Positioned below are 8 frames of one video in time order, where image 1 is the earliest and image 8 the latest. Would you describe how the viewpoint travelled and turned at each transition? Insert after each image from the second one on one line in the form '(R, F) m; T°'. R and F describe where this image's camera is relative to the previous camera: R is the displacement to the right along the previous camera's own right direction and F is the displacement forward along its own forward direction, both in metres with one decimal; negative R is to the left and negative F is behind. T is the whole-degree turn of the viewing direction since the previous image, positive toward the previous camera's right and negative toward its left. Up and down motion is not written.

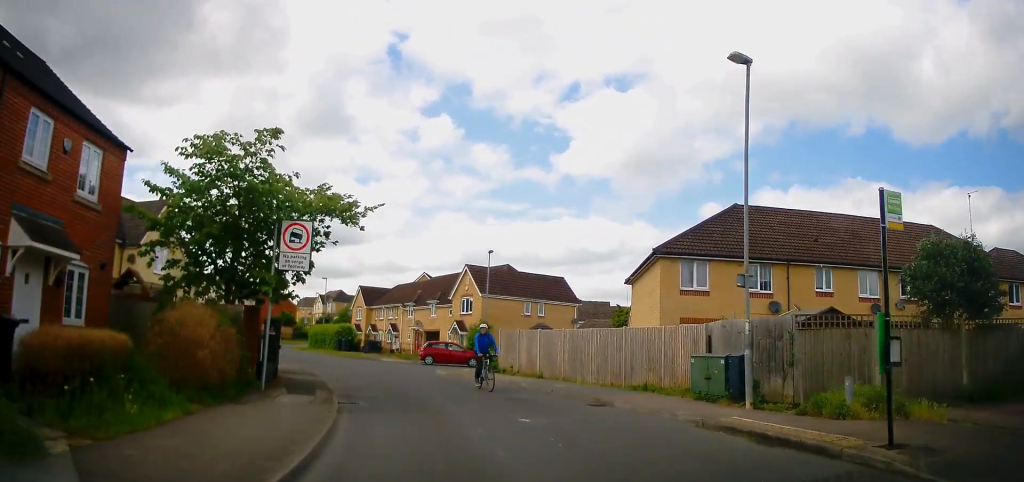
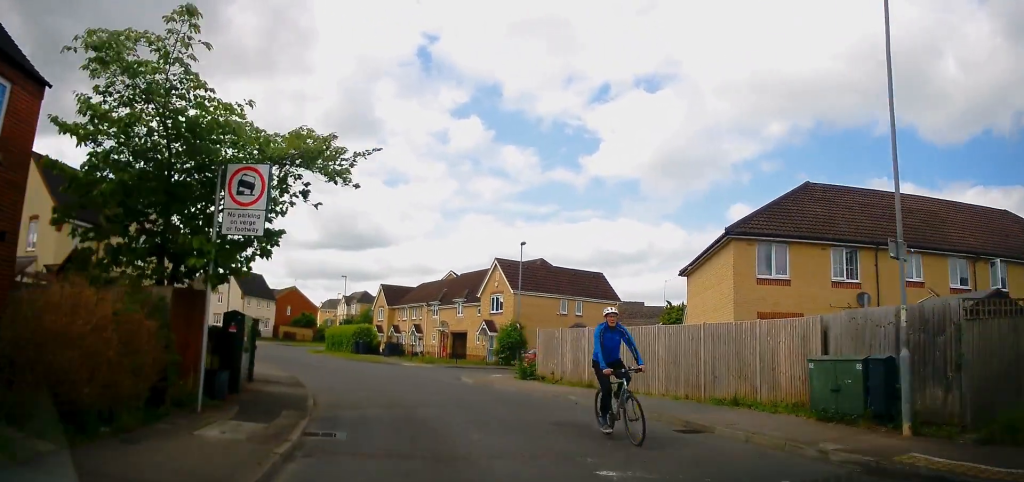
(0.0, +4.3) m; -3°
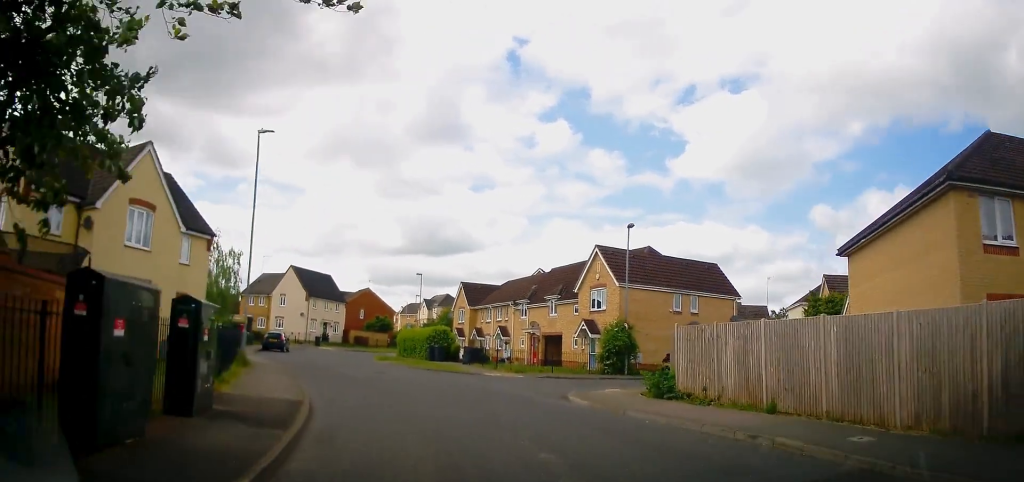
(-0.5, +6.9) m; -9°
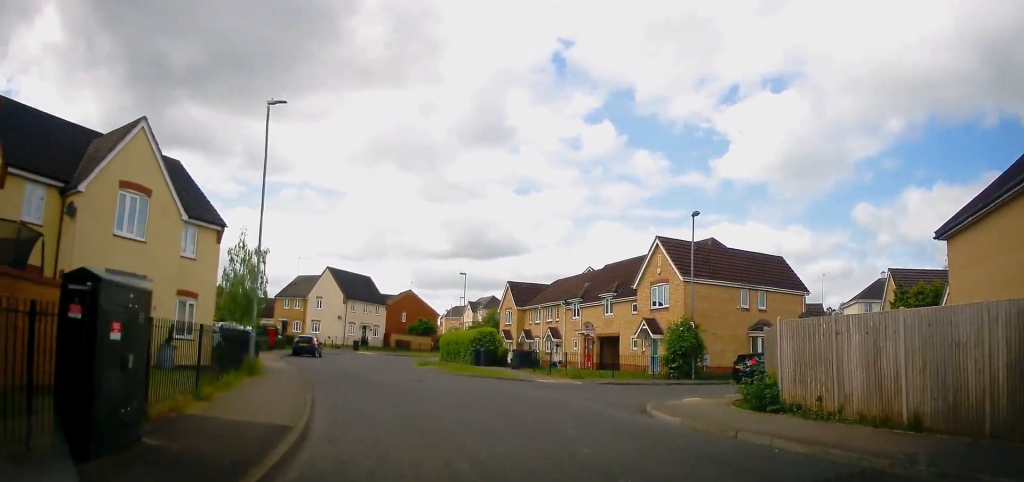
(-0.1, +3.3) m; -4°
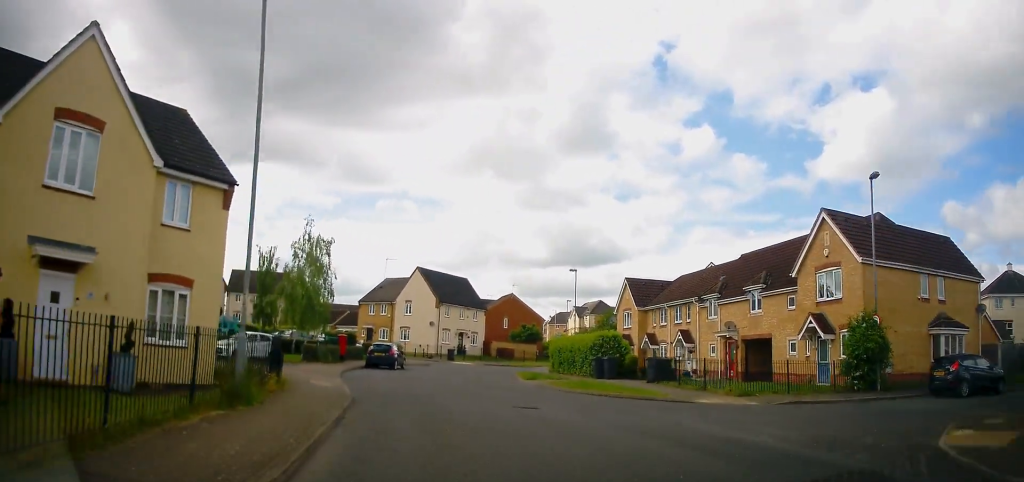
(-0.5, +7.3) m; -10°
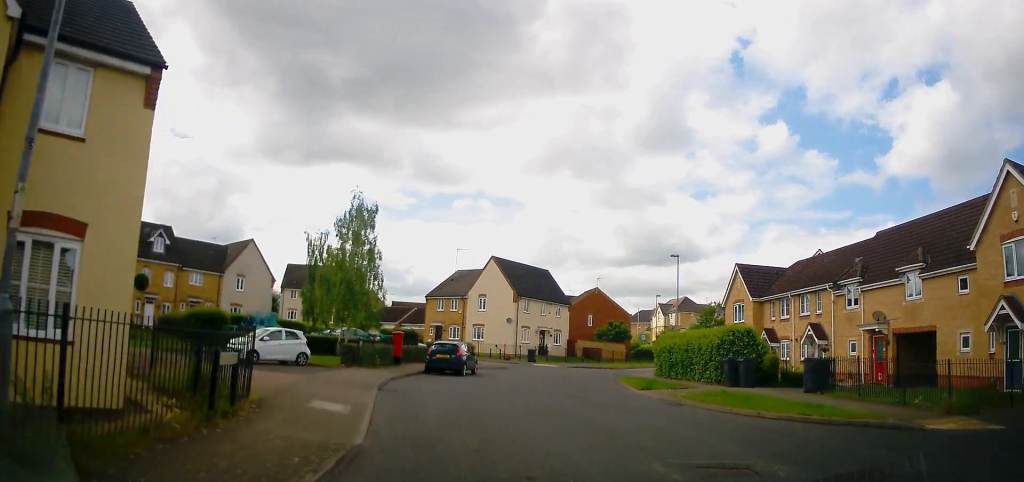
(-0.7, +7.1) m; -6°
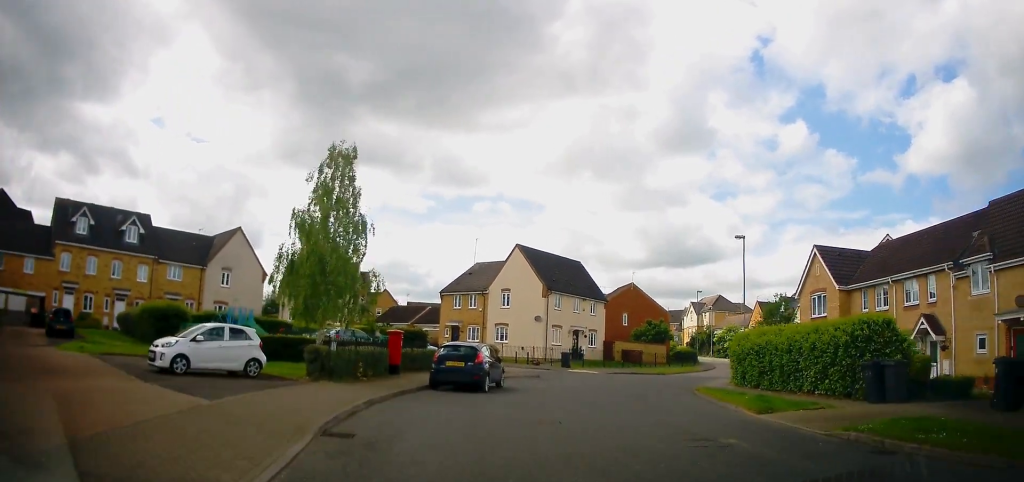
(-0.1, +7.5) m; 0°
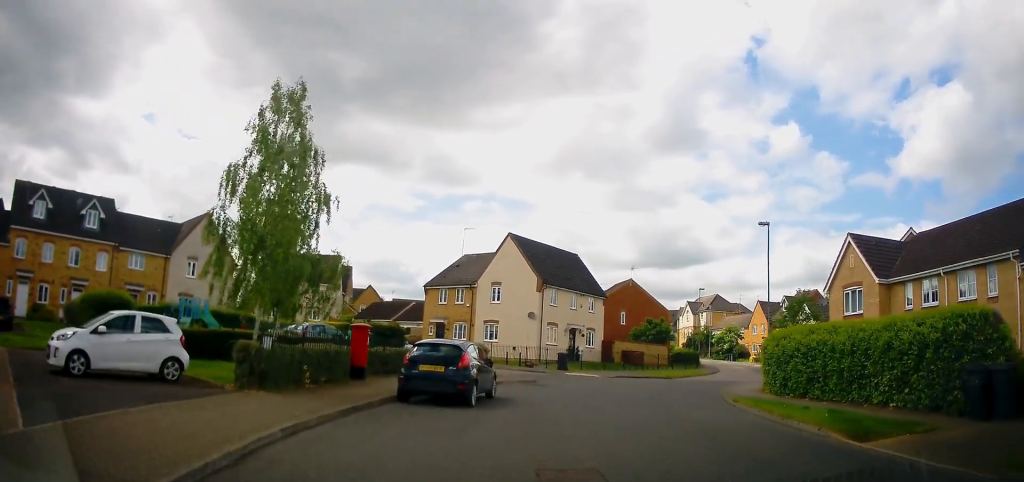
(+0.2, +4.3) m; +1°
